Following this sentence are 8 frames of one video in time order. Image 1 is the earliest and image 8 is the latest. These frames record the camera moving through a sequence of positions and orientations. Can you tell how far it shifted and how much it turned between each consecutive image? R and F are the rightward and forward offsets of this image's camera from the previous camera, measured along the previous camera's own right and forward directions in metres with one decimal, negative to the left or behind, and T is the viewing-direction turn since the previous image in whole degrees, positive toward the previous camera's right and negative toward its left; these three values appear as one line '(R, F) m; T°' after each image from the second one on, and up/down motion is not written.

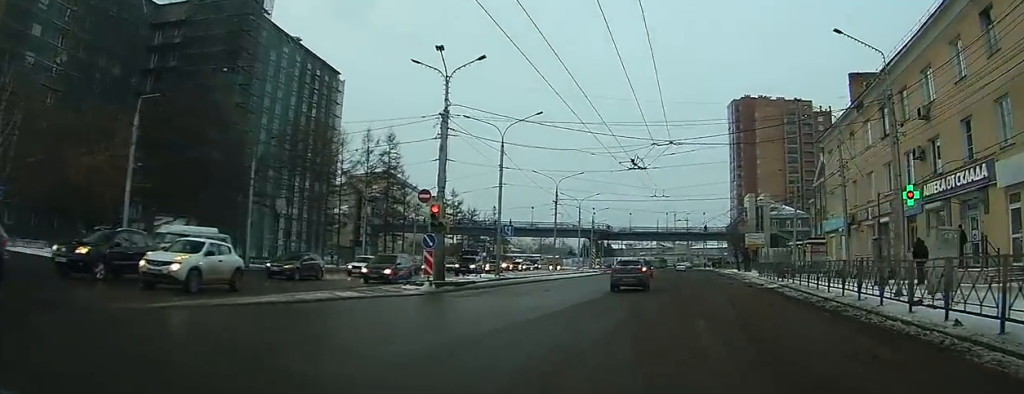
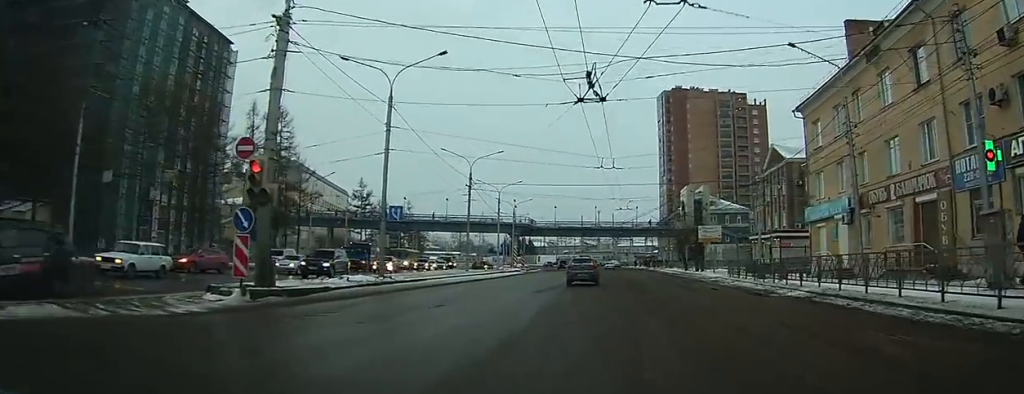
(+1.2, +12.6) m; +8°
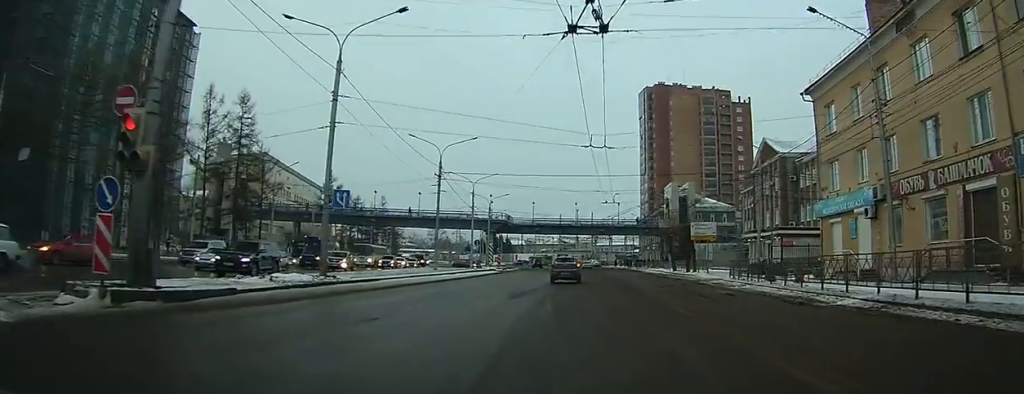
(+0.1, +5.8) m; +2°
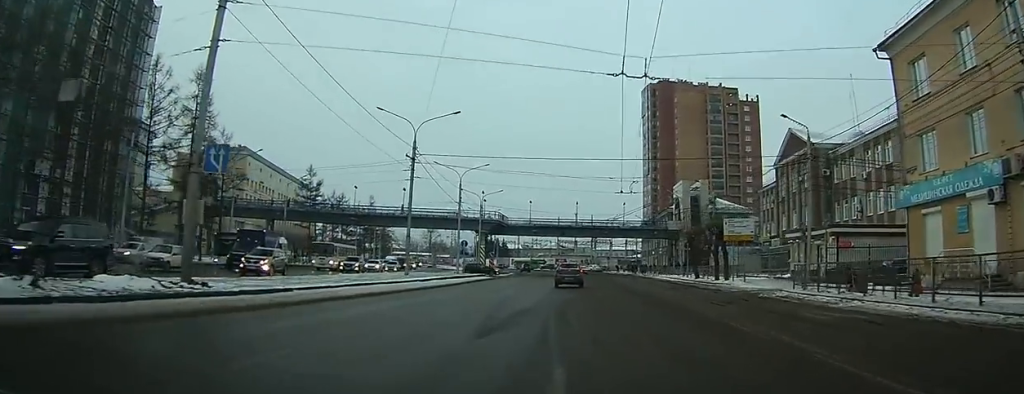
(+0.1, +12.1) m; +1°
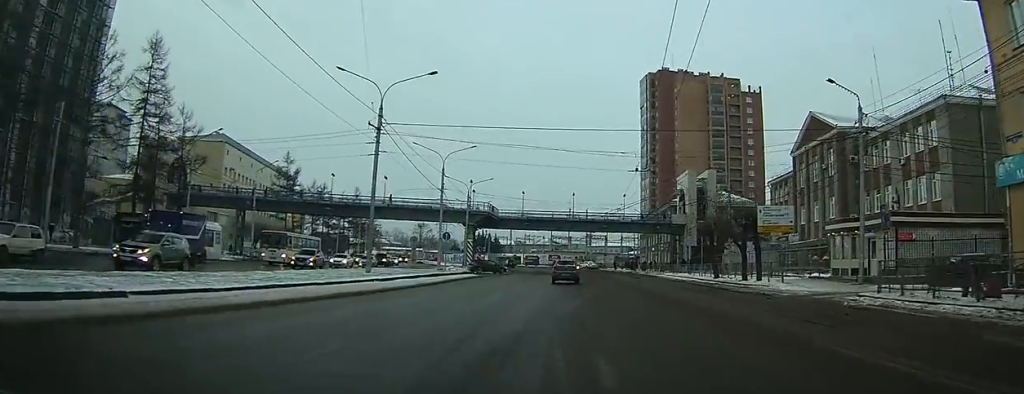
(+0.1, +9.7) m; 0°
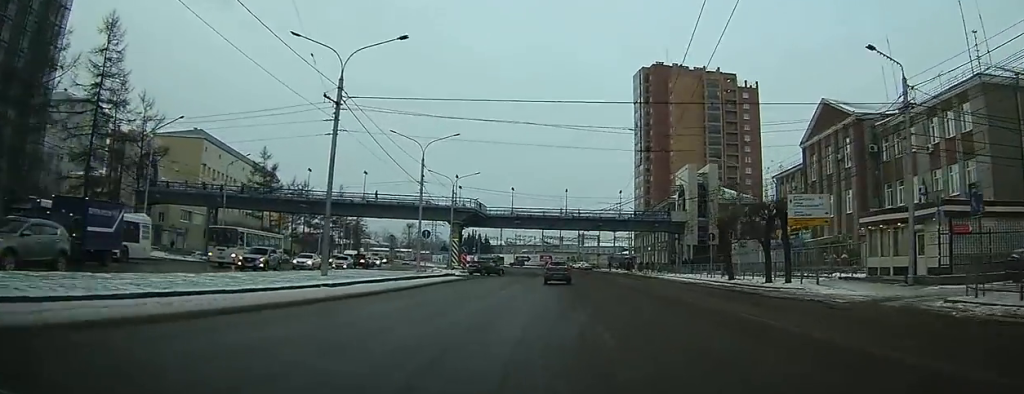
(0.0, +6.7) m; 0°
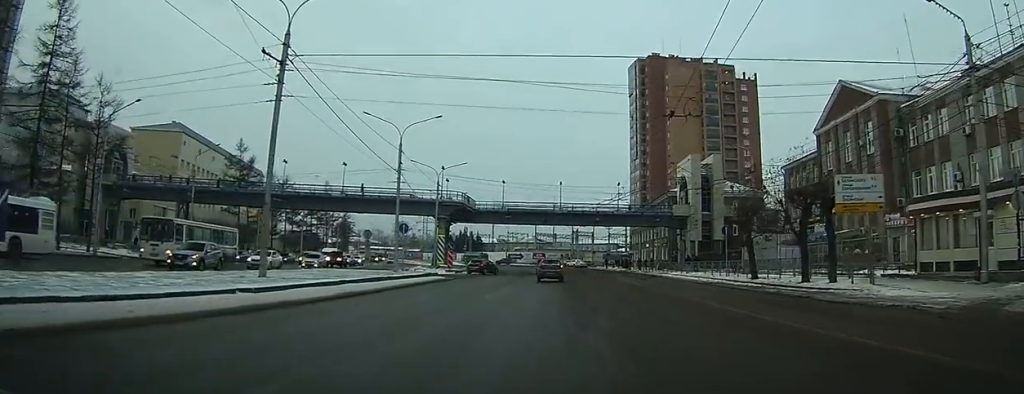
(0.0, +6.0) m; 0°
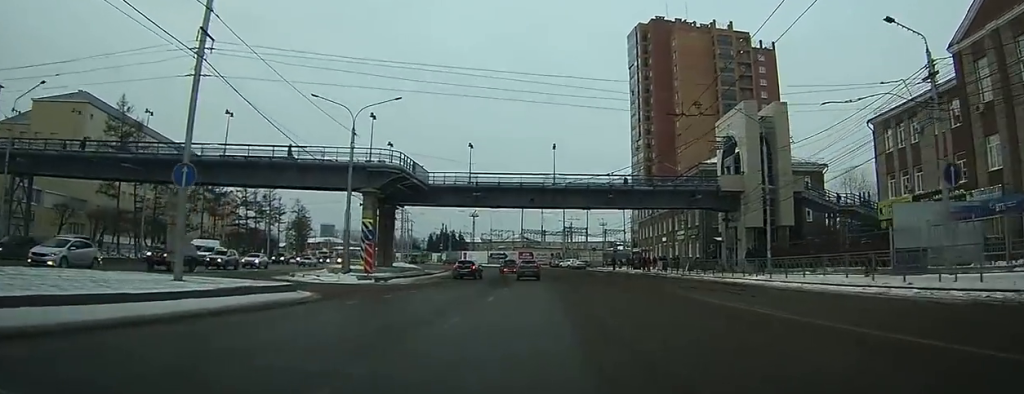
(+0.3, +22.3) m; +2°
